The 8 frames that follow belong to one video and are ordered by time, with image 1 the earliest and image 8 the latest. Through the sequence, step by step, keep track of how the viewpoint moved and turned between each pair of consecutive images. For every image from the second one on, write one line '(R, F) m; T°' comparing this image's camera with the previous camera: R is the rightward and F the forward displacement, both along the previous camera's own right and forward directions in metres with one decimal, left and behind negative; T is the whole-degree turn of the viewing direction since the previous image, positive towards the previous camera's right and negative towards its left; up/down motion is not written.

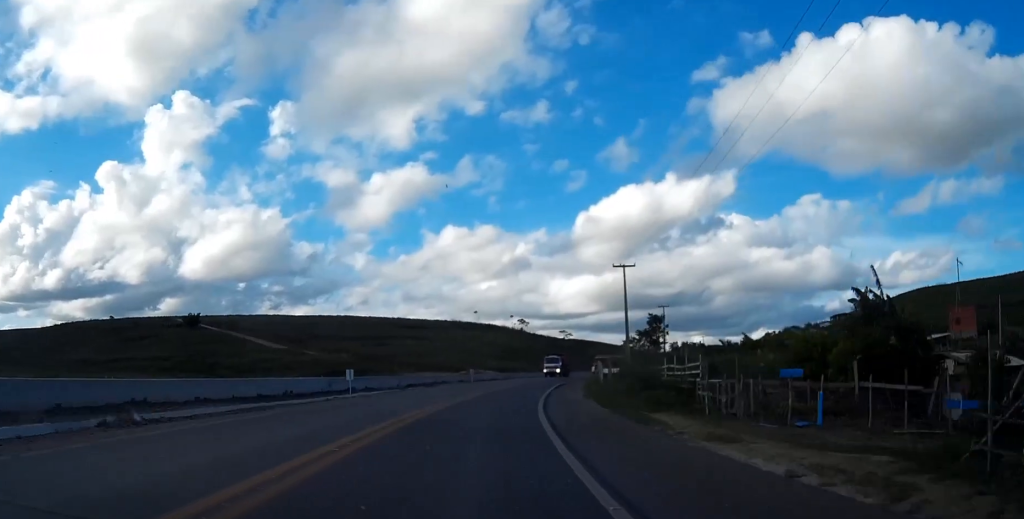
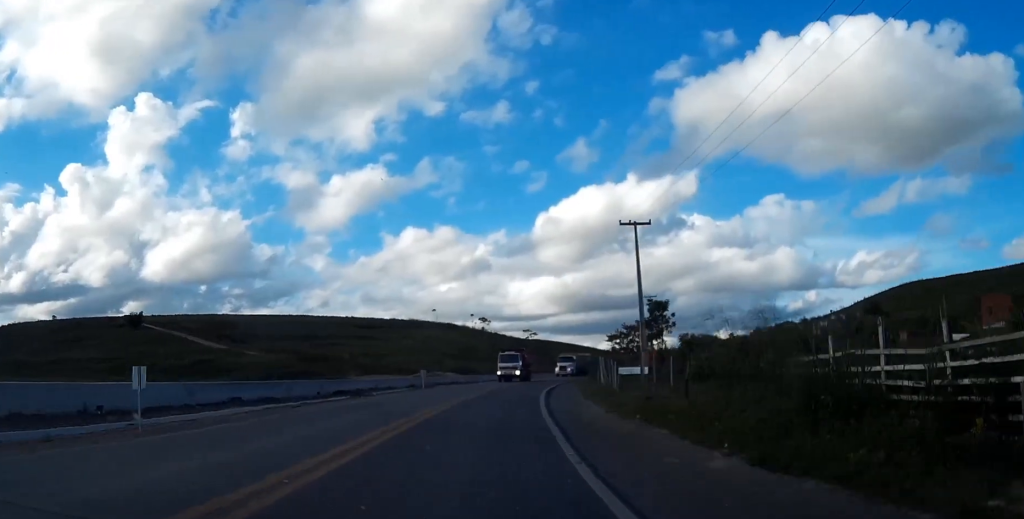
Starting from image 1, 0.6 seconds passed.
(+0.2, +19.0) m; +3°
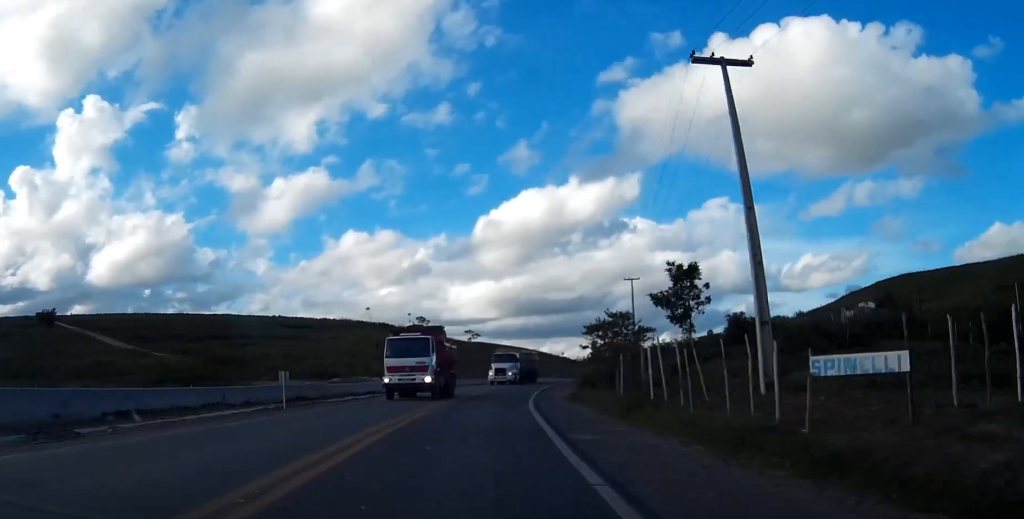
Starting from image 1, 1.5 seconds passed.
(+1.1, +25.8) m; +4°
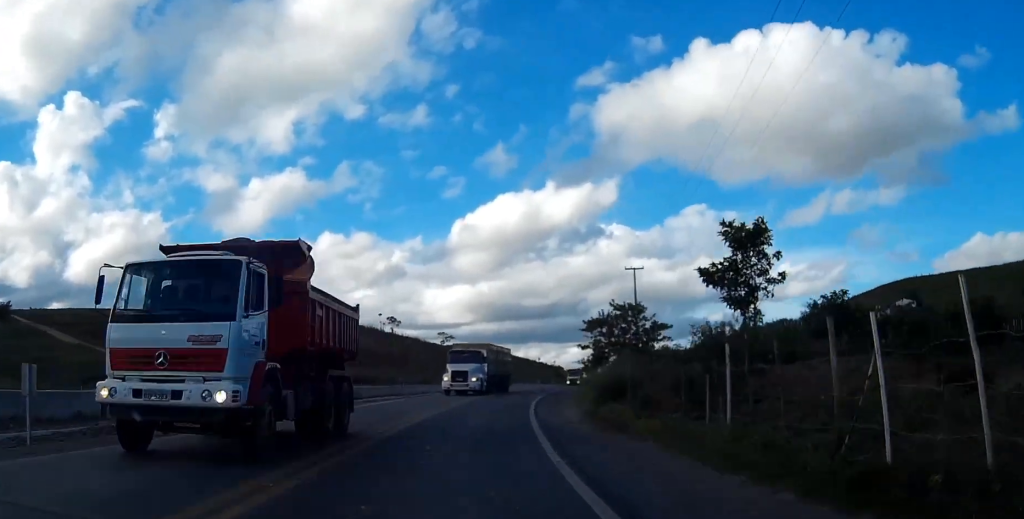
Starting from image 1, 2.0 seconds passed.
(+0.4, +14.8) m; +2°
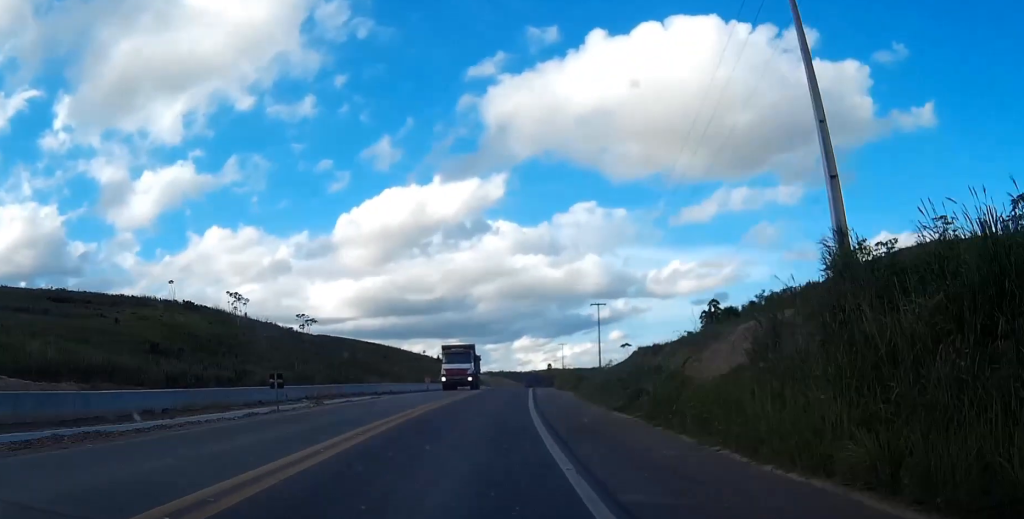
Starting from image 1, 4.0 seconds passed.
(+4.6, +58.7) m; +8°
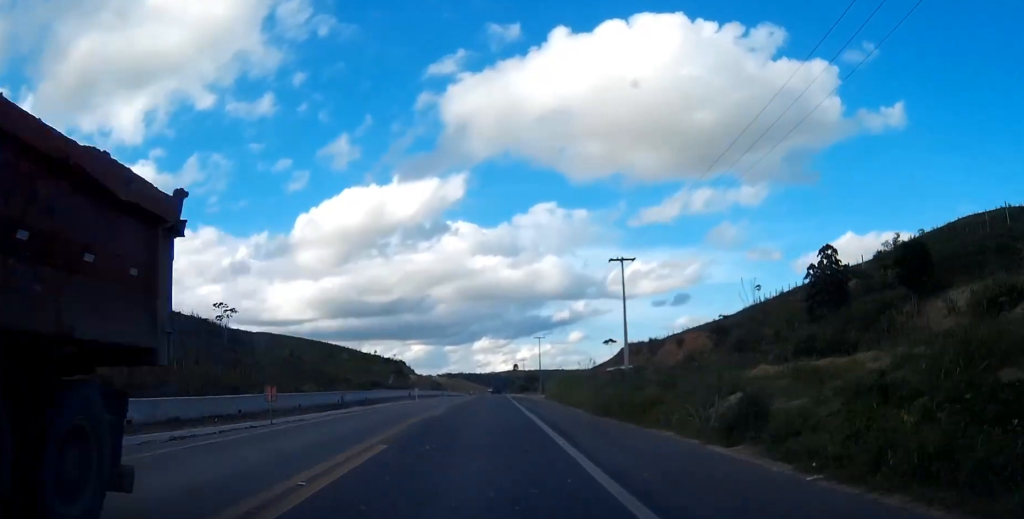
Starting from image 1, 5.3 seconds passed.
(+1.2, +37.6) m; +3°
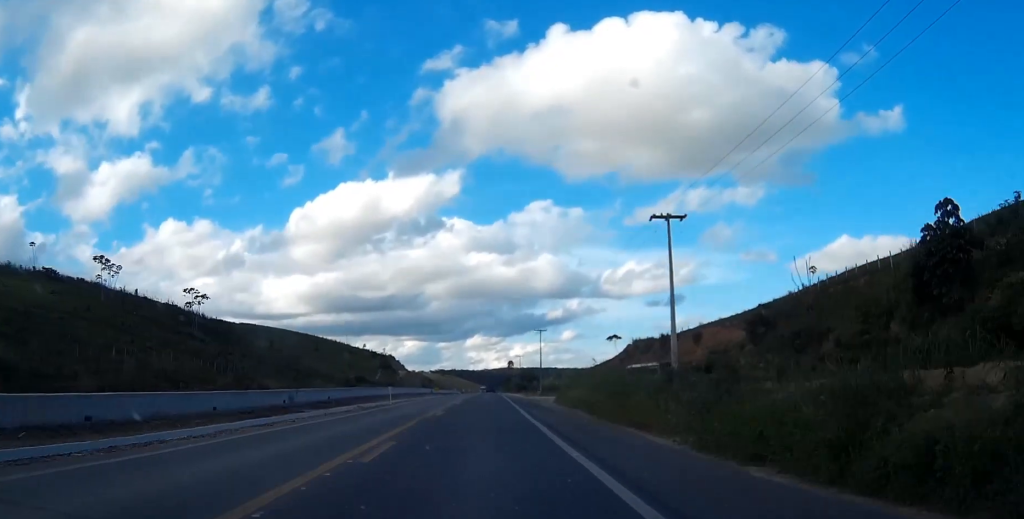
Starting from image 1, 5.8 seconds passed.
(+0.1, +15.0) m; +1°
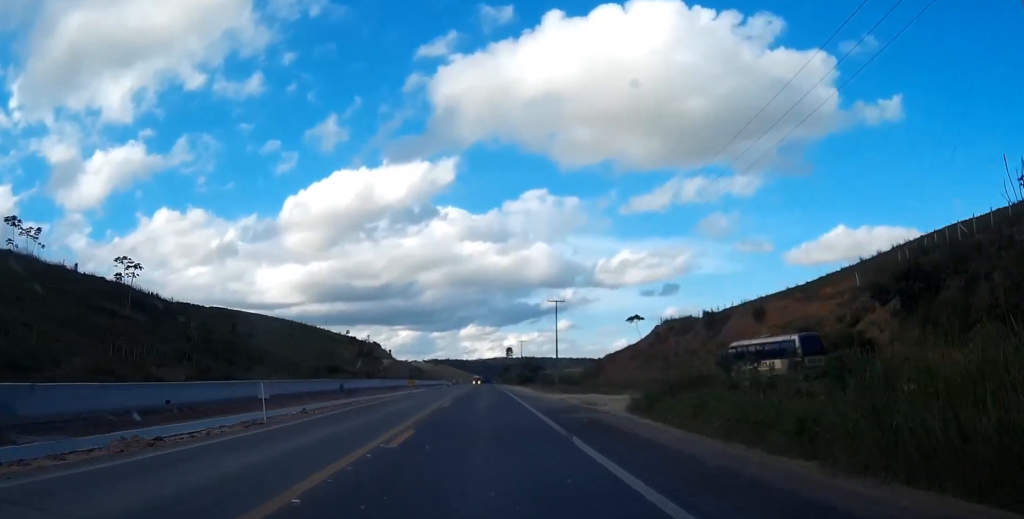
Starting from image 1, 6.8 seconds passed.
(+0.3, +30.5) m; +1°
